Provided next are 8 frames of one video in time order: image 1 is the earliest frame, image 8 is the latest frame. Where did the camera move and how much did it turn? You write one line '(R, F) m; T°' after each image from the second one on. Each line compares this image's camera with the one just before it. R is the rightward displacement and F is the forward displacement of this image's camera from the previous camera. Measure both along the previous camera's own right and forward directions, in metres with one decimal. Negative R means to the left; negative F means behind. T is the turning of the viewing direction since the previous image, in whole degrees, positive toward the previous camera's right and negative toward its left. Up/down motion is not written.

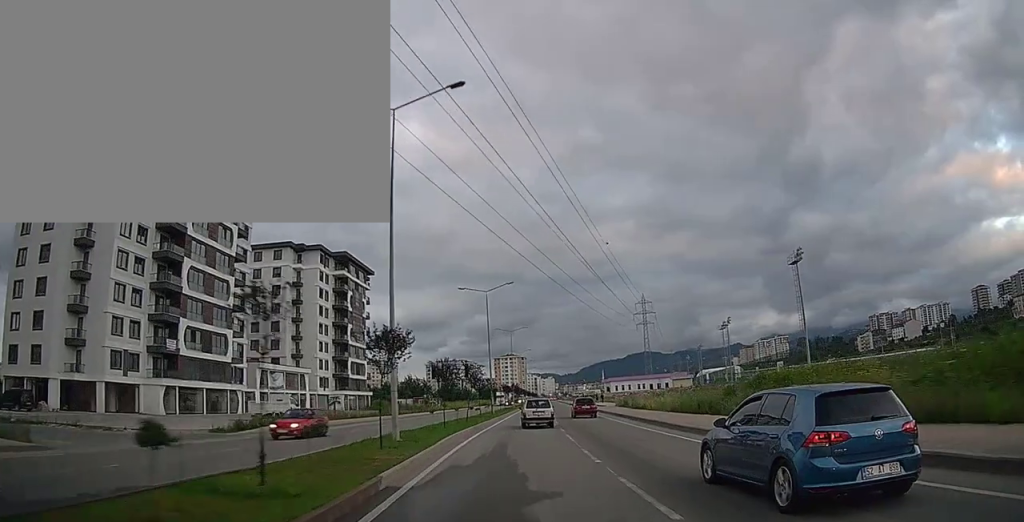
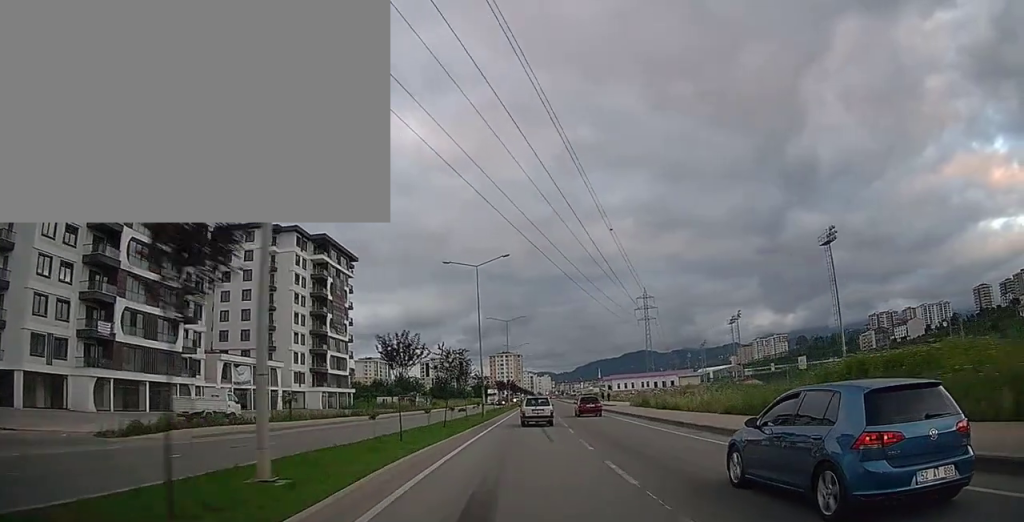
(+0.2, +9.9) m; +1°
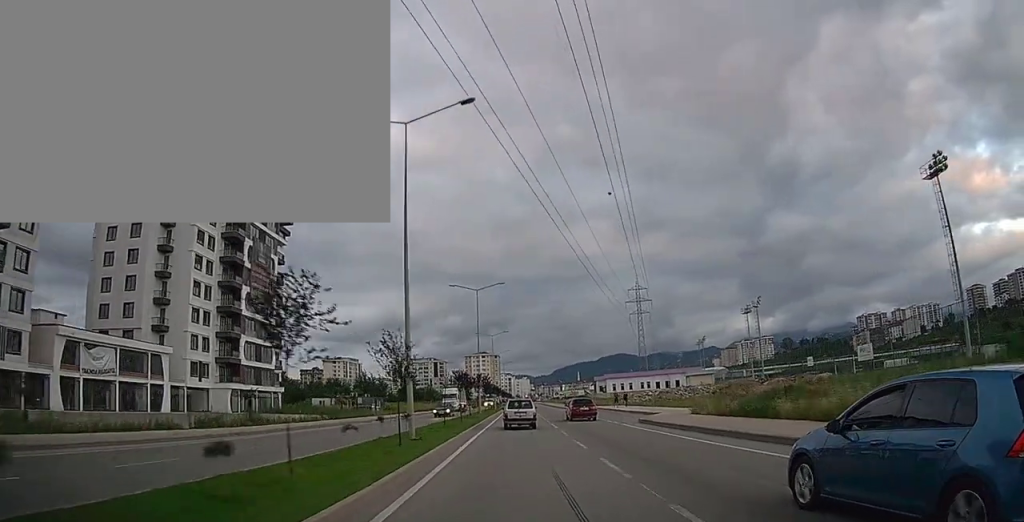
(+0.2, +24.1) m; +2°
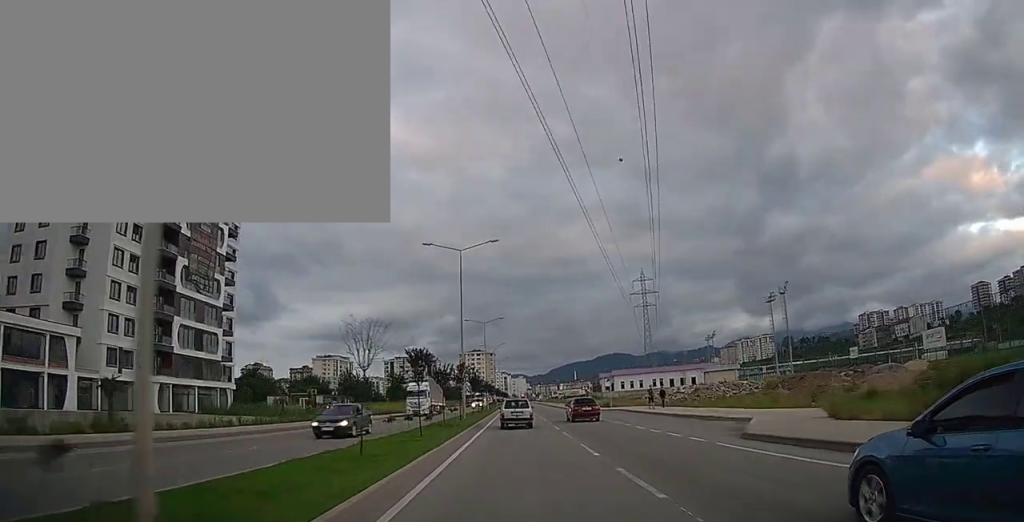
(+0.4, +14.3) m; +1°
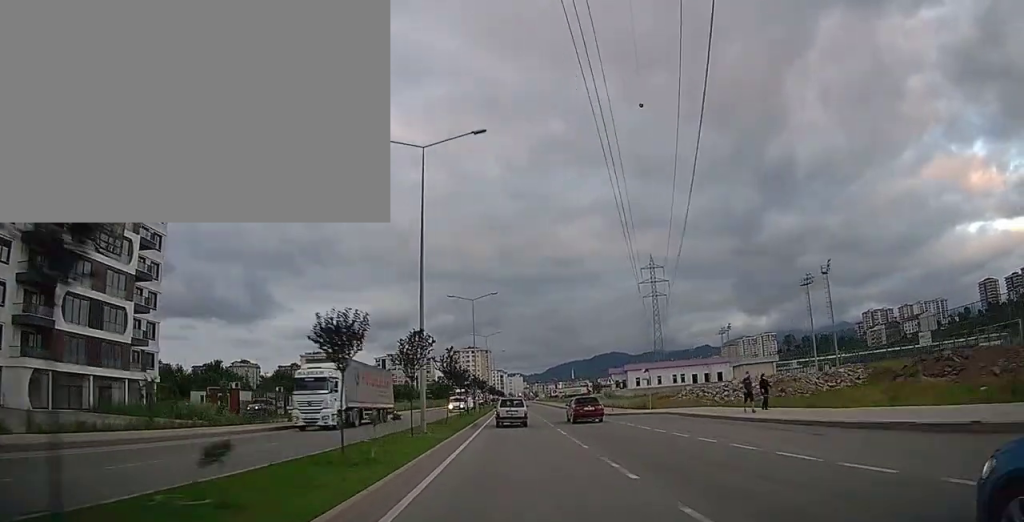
(0.0, +16.7) m; 0°
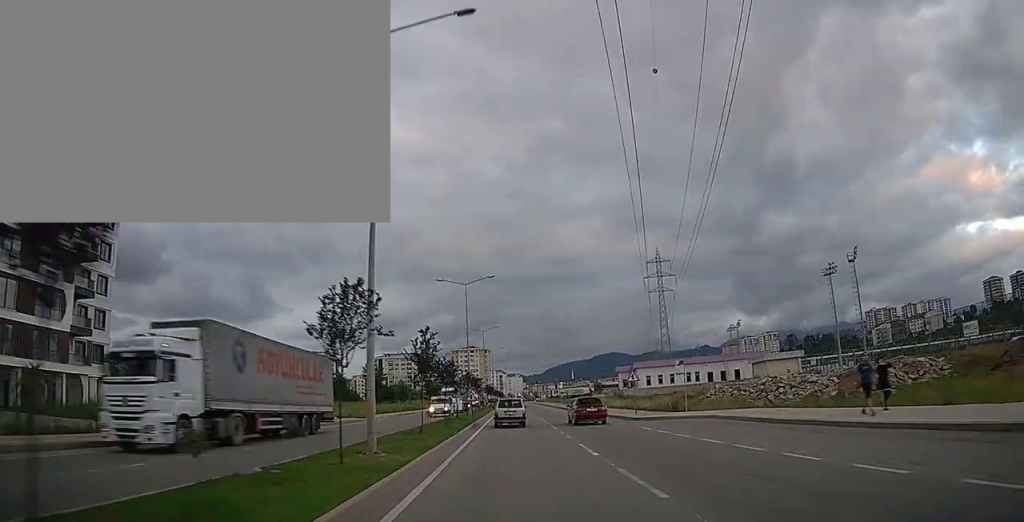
(0.0, +8.2) m; 0°
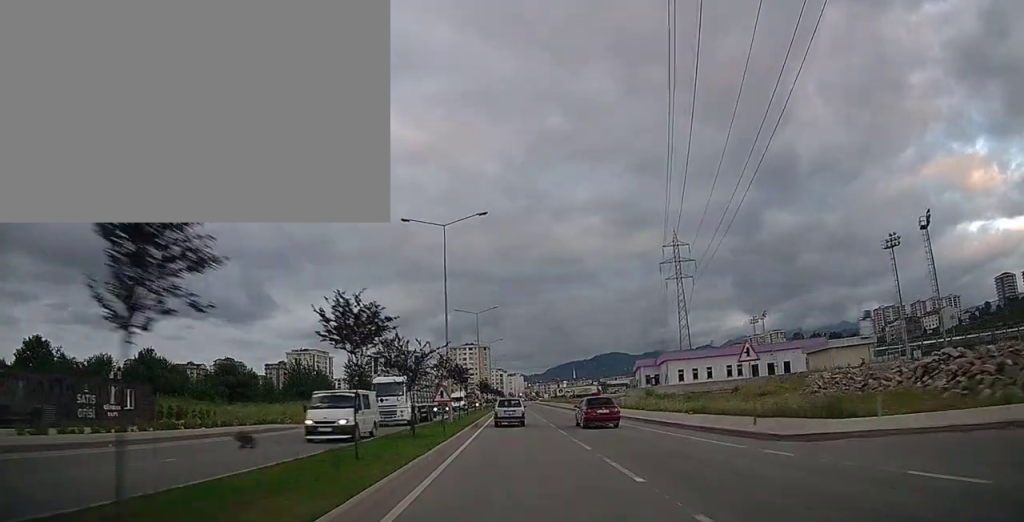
(0.0, +17.1) m; 0°
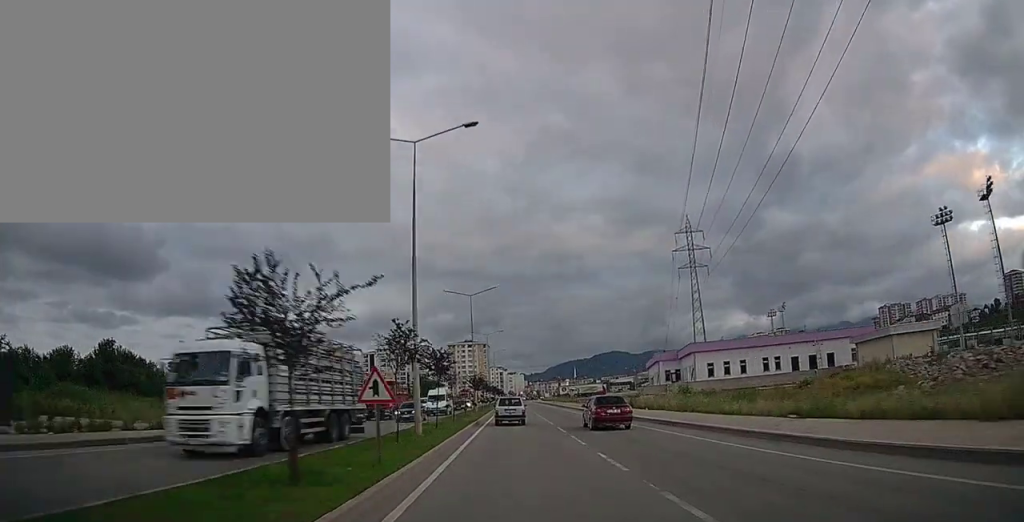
(0.0, +11.1) m; 0°
